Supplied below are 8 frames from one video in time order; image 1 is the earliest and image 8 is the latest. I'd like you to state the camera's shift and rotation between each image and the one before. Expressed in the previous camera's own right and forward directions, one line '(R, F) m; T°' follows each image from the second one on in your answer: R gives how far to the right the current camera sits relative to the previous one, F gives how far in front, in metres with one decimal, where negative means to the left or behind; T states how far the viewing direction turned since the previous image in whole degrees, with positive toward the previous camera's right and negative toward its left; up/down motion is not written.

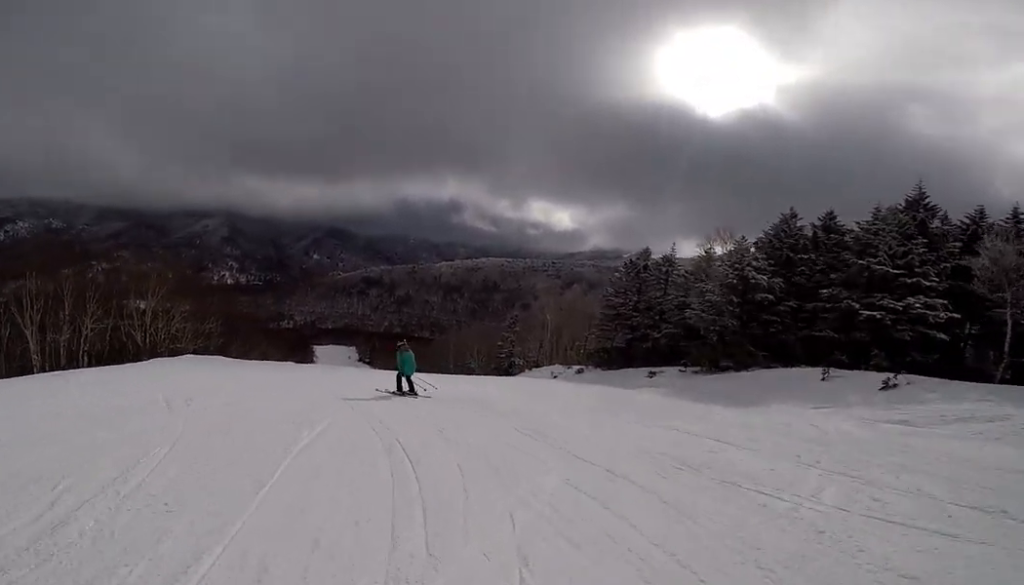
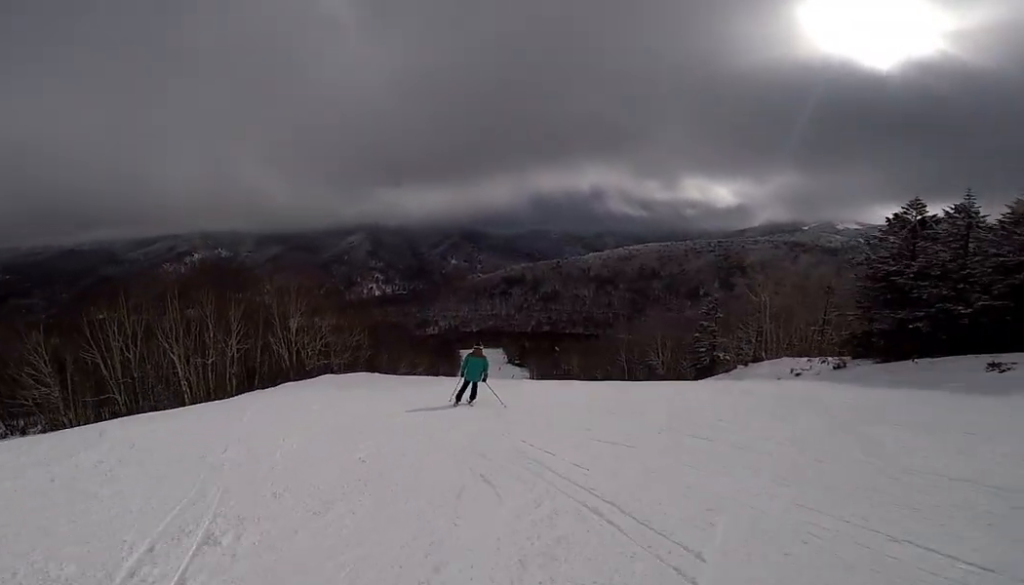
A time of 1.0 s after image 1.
(-1.0, +6.0) m; -10°
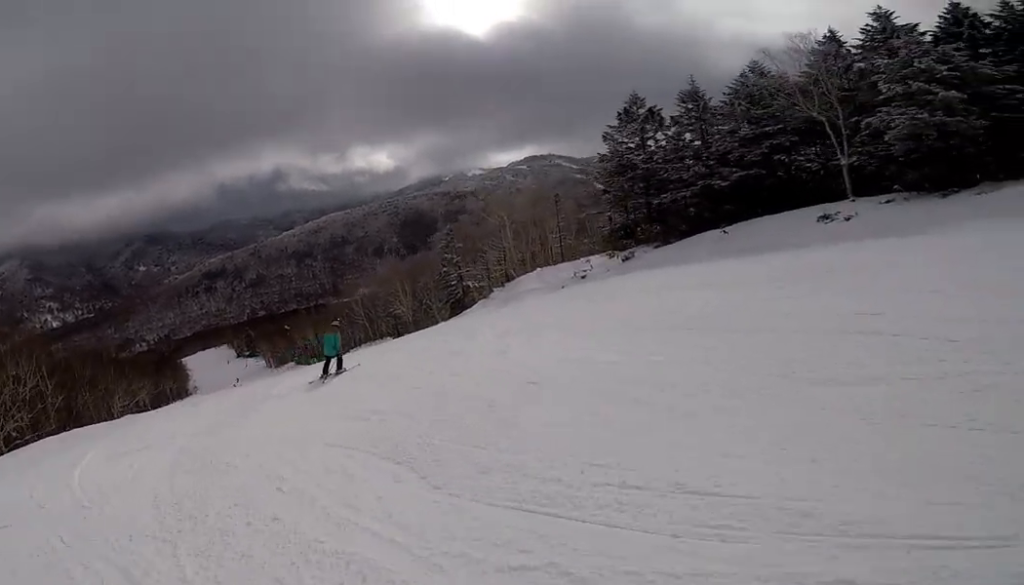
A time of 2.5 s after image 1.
(+0.7, +9.3) m; +24°
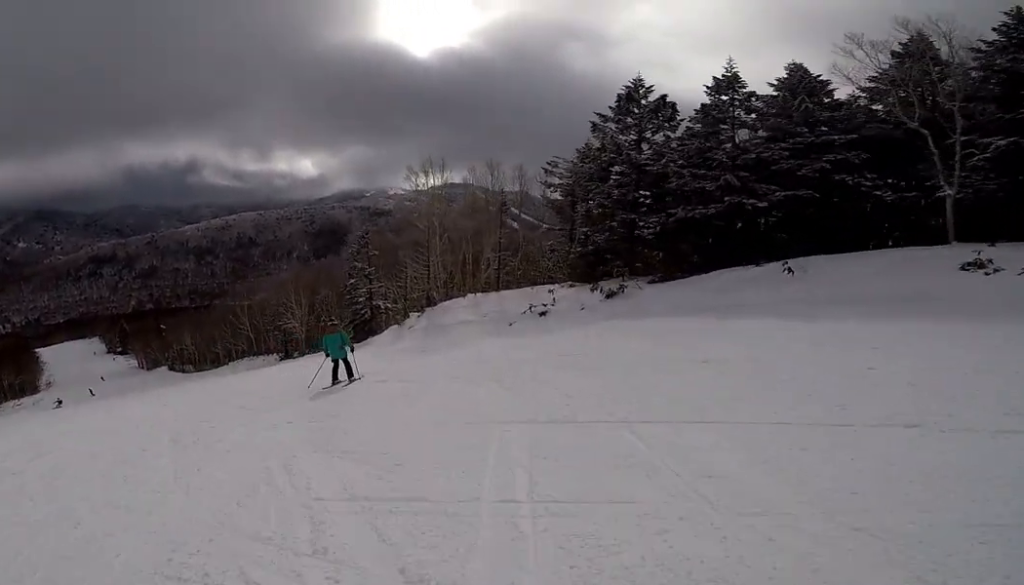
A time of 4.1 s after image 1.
(+2.2, +9.8) m; +13°
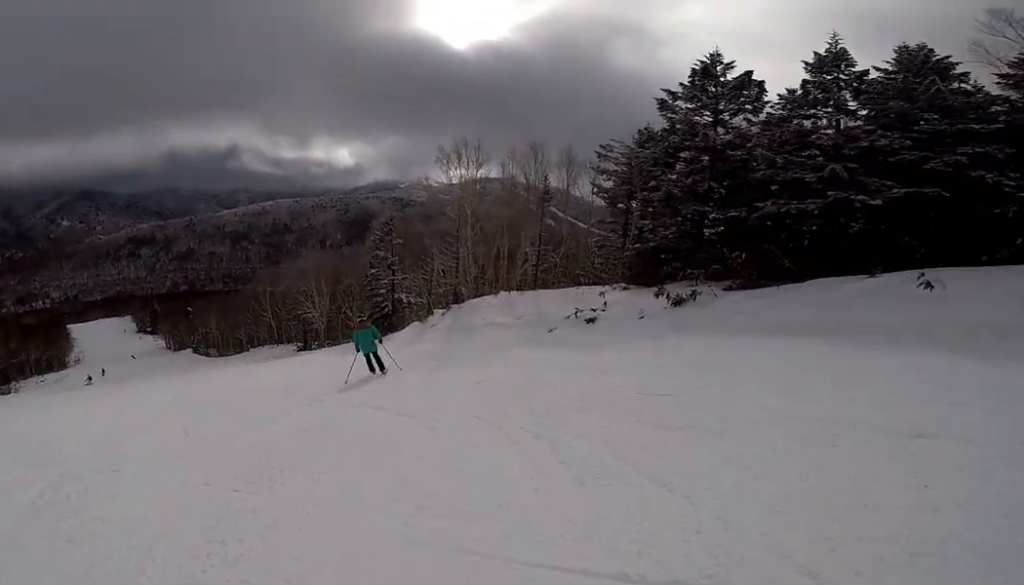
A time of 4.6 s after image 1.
(0.0, +3.4) m; -1°
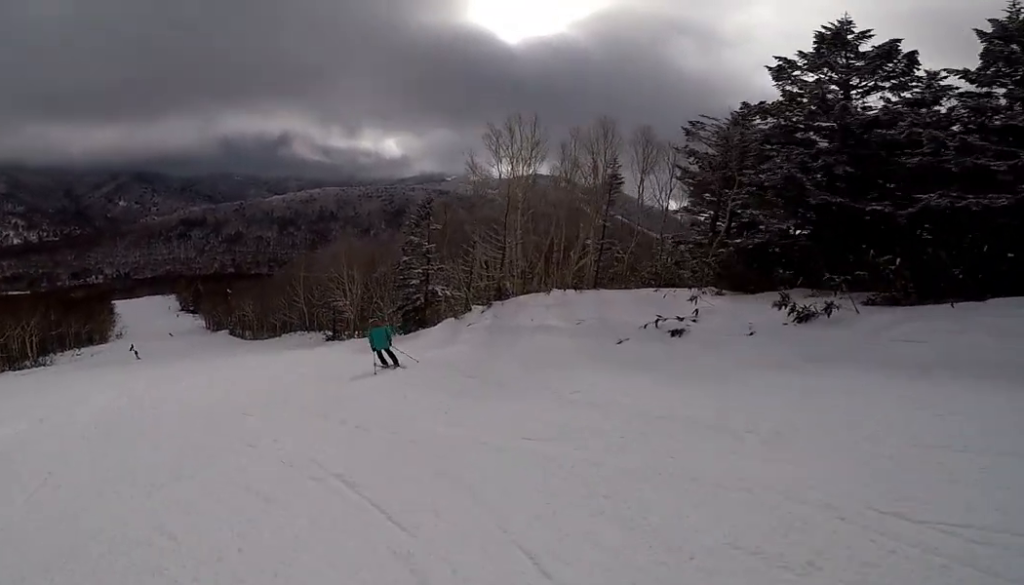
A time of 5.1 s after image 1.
(-0.1, +3.8) m; -12°
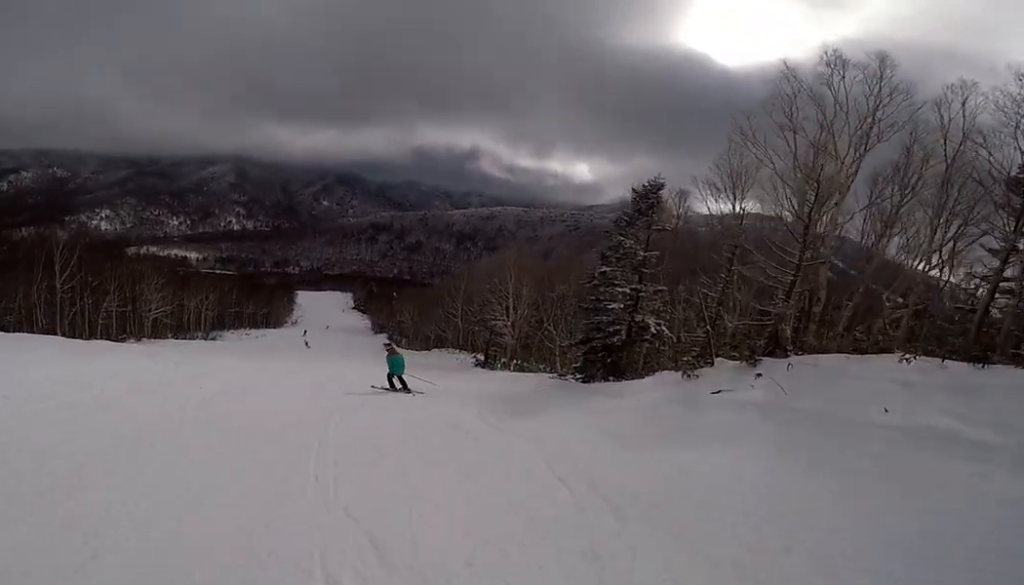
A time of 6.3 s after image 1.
(-2.1, +7.6) m; -25°
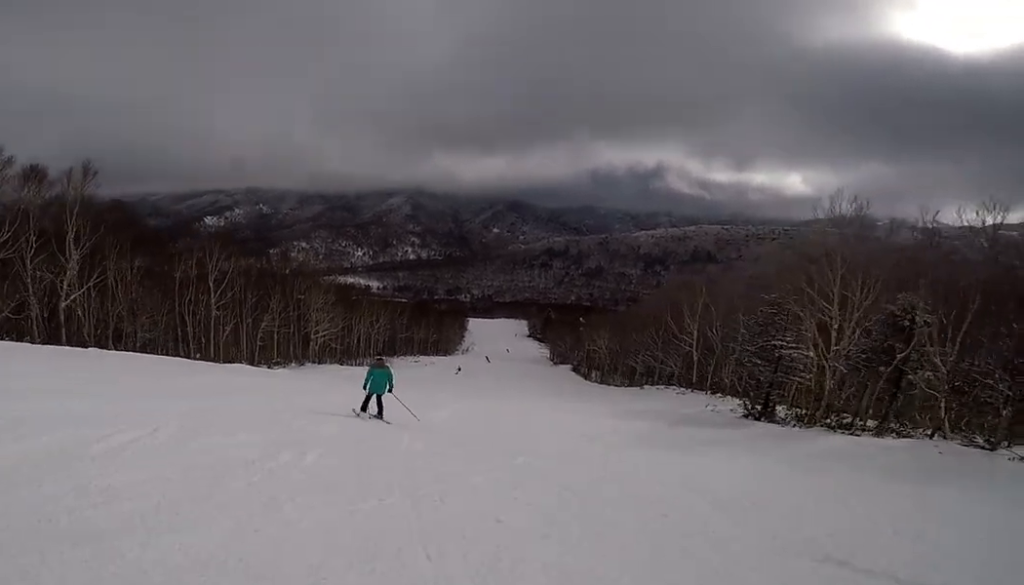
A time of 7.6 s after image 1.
(-1.2, +10.3) m; -6°
